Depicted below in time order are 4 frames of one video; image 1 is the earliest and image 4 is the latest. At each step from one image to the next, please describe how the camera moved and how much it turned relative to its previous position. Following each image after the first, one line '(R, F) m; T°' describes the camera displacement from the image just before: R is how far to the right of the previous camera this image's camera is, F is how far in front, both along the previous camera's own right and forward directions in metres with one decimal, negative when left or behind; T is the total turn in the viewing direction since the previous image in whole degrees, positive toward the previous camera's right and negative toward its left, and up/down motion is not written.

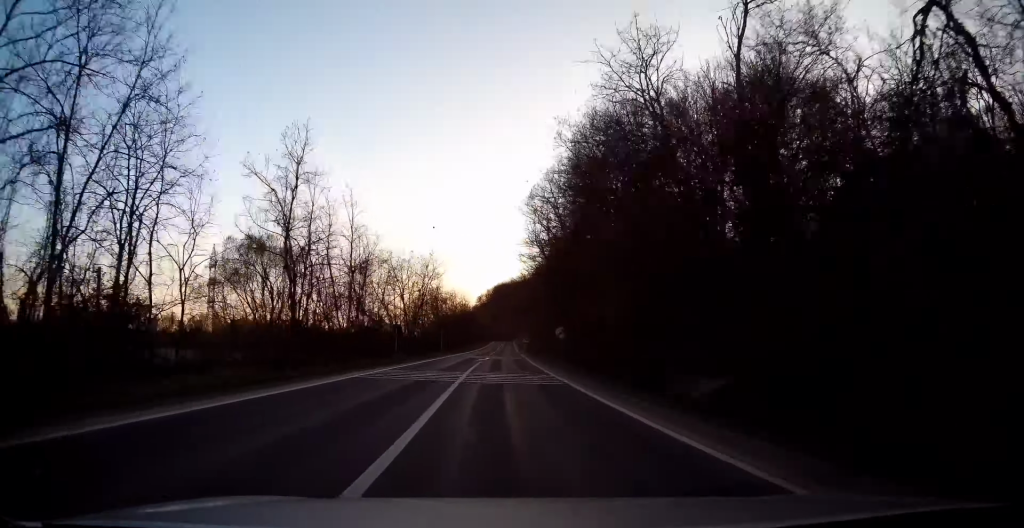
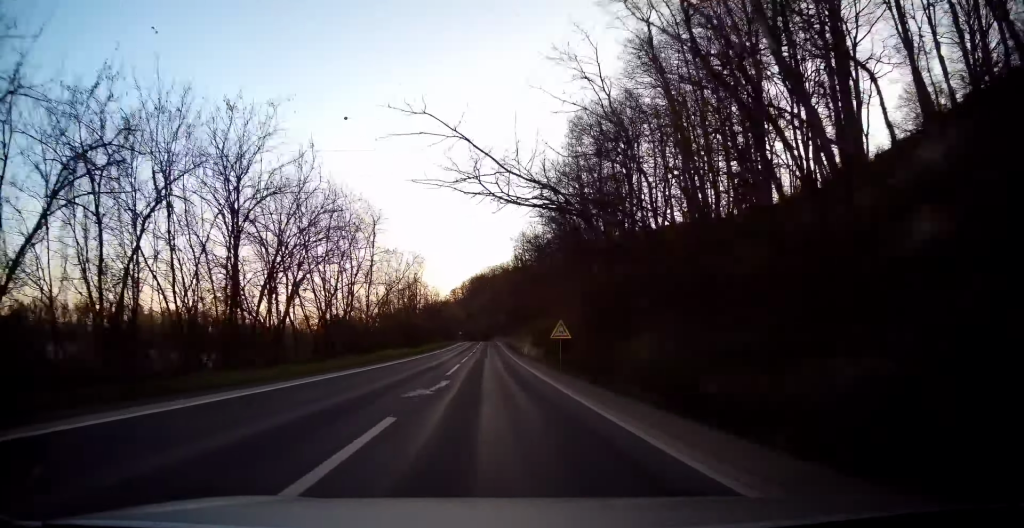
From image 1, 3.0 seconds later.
(+4.4, +72.4) m; +4°
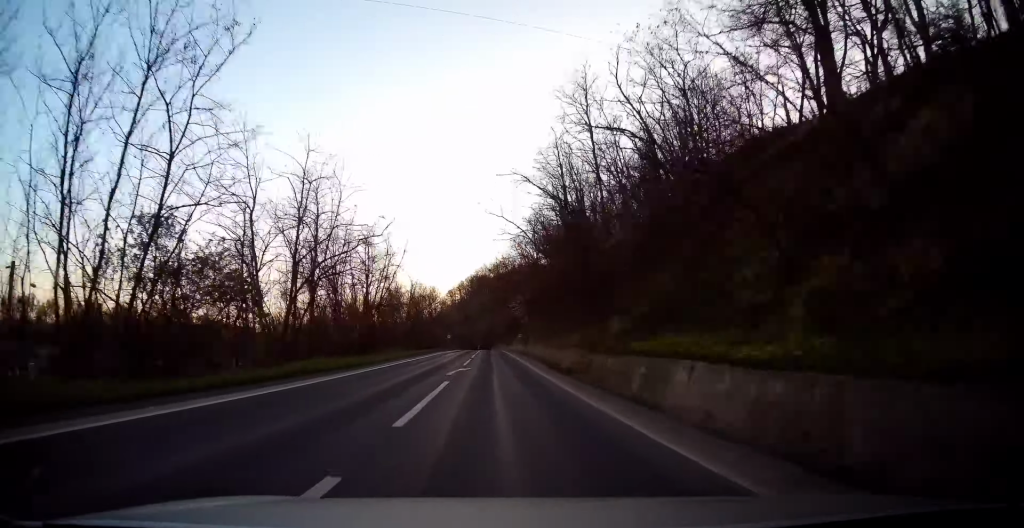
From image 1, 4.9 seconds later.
(+0.2, +49.2) m; 0°
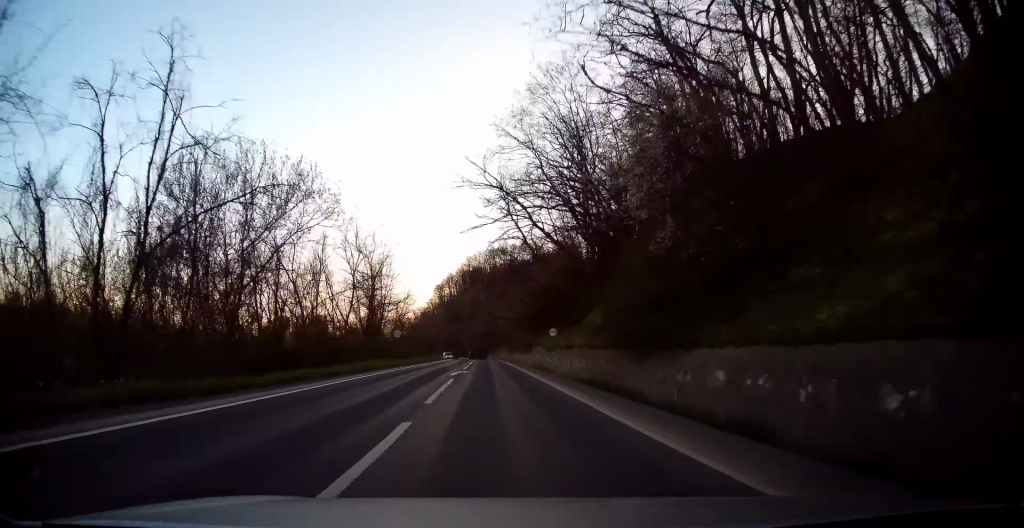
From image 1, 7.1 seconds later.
(0.0, +54.7) m; 0°
